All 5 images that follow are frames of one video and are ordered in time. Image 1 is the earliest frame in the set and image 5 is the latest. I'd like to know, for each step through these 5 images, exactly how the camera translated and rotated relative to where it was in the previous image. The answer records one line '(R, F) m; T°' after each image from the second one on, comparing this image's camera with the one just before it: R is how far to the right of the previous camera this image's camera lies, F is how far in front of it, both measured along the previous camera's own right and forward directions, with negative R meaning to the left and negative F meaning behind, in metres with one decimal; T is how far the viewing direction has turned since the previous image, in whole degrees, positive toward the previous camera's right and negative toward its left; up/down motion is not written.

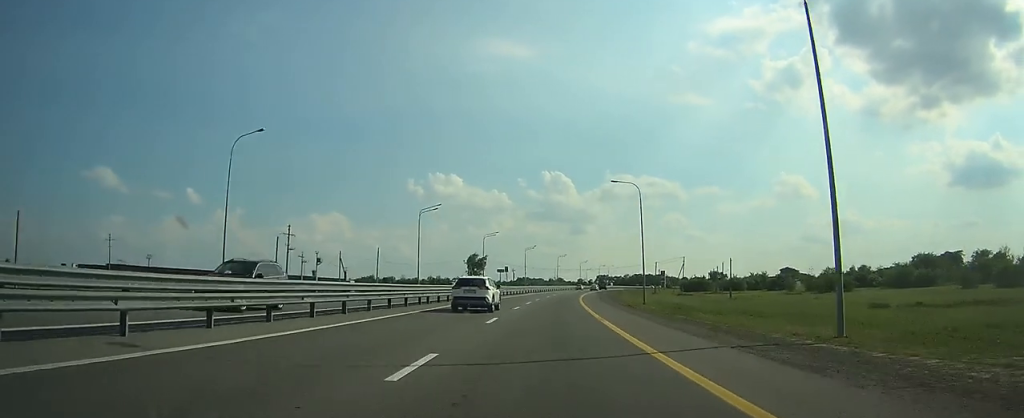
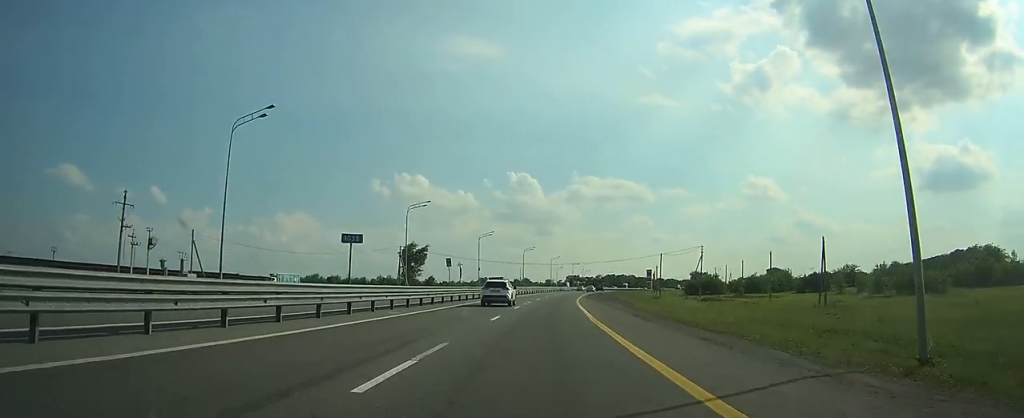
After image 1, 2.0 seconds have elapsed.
(+2.8, +45.2) m; +7°
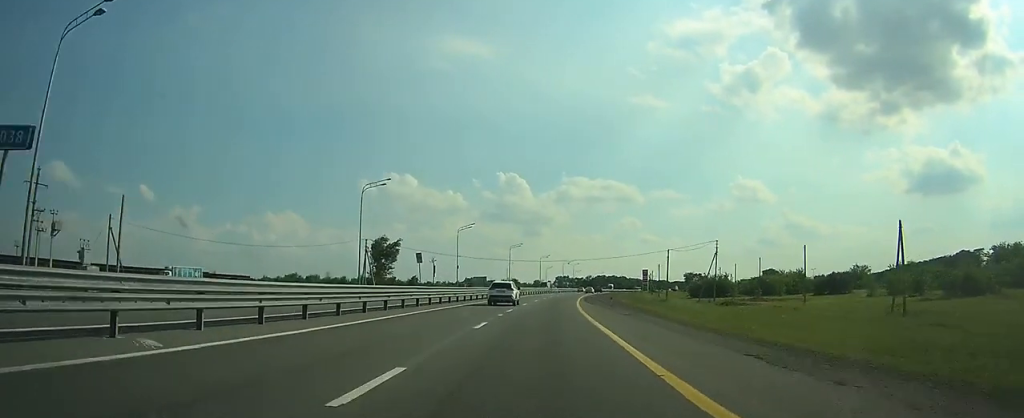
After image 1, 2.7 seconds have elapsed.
(+0.2, +15.7) m; +1°
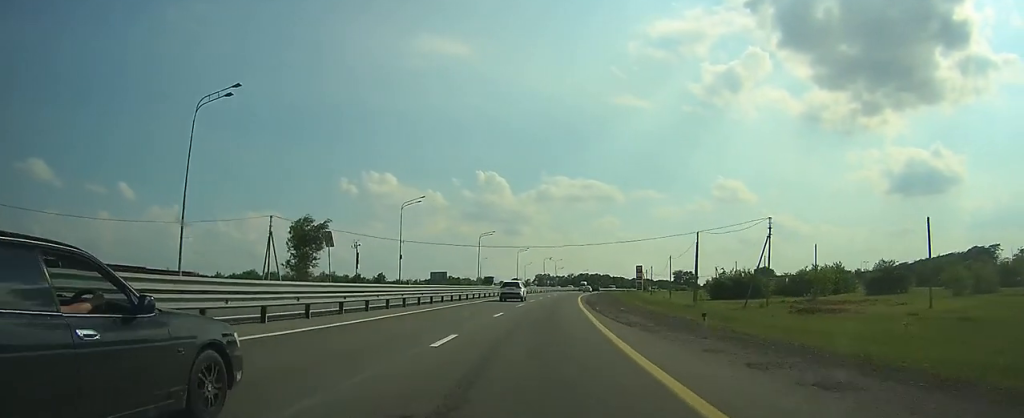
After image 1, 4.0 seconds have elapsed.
(0.0, +29.4) m; 0°
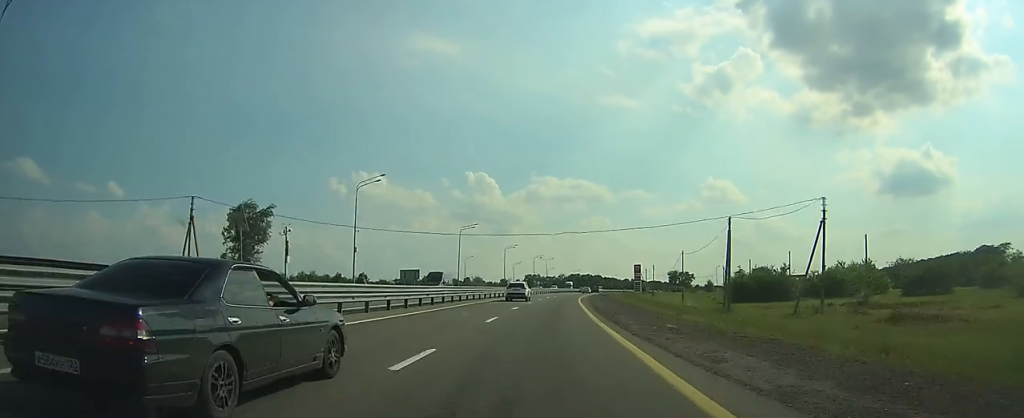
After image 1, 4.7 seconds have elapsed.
(0.0, +15.2) m; 0°
